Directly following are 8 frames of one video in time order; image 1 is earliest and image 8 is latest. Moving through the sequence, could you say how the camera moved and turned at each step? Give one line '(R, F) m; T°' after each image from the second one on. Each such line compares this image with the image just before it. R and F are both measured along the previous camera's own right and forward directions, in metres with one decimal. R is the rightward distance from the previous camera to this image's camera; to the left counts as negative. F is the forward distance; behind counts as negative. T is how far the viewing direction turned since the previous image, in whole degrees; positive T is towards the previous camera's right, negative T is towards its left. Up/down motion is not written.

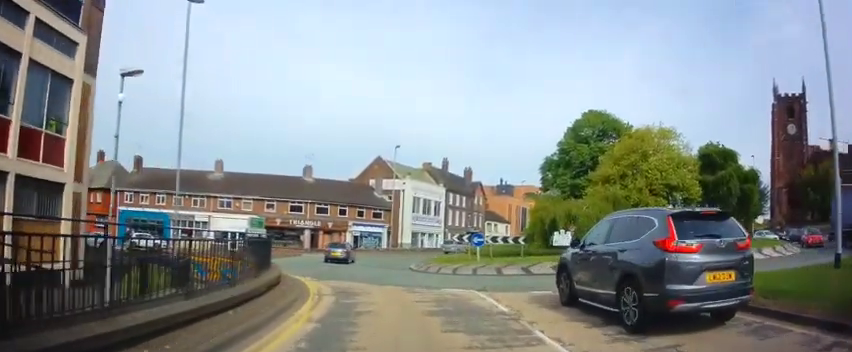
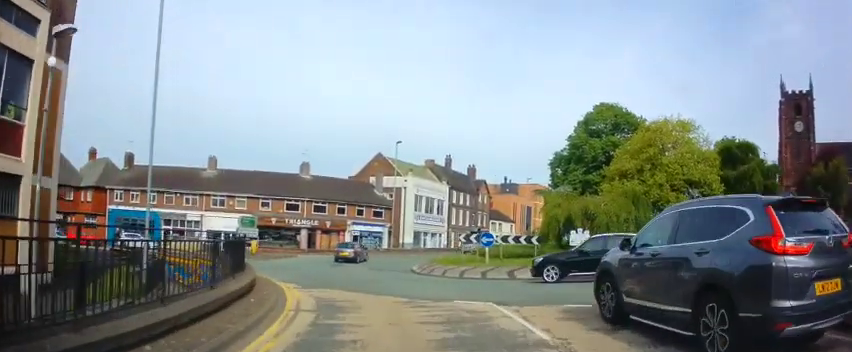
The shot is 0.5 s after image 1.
(-0.1, +2.7) m; -3°
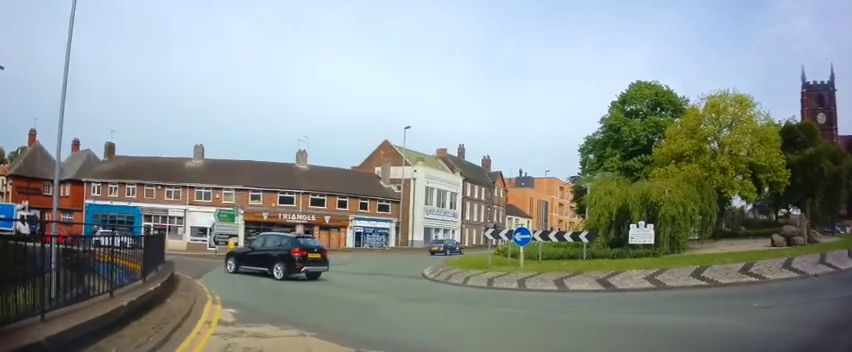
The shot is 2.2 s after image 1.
(0.0, +6.1) m; +4°
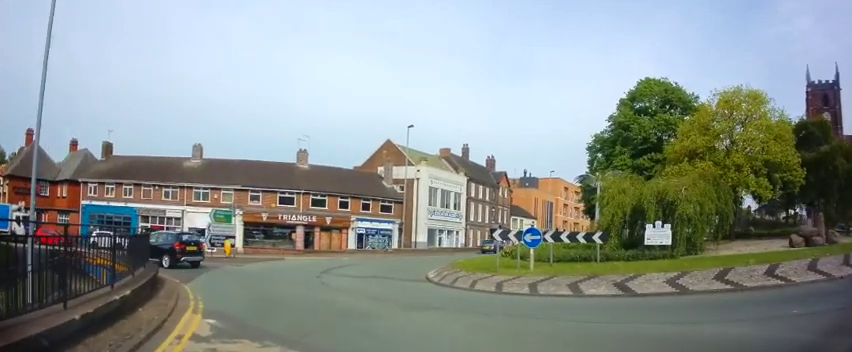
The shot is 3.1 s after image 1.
(0.0, +1.5) m; +1°
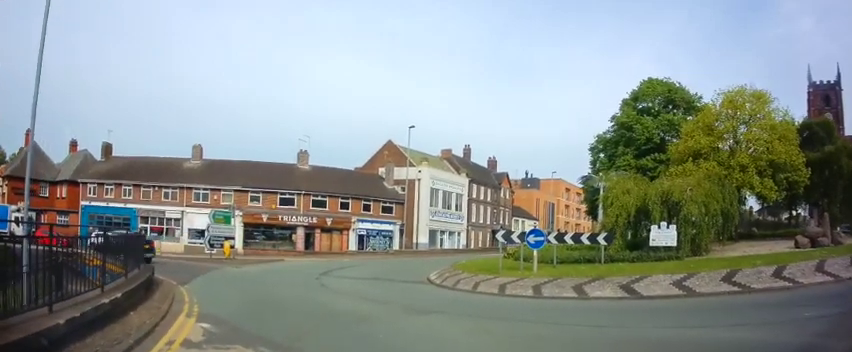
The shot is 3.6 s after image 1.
(+0.1, +0.5) m; 0°
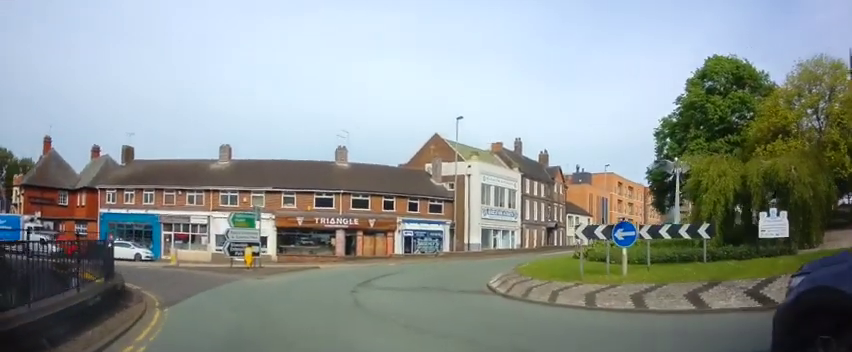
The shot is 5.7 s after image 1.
(-0.3, +2.6) m; -13°
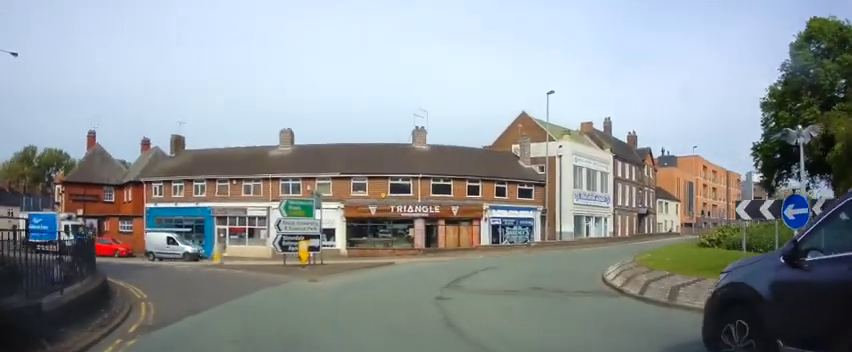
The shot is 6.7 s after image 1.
(+0.3, +3.7) m; -1°
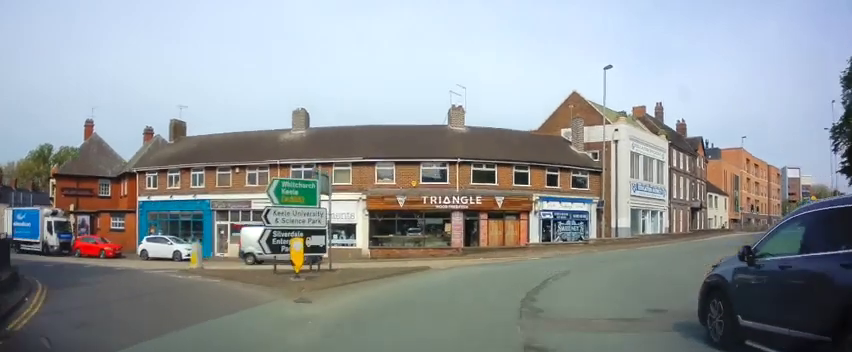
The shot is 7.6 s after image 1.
(-0.3, +5.2) m; -4°
